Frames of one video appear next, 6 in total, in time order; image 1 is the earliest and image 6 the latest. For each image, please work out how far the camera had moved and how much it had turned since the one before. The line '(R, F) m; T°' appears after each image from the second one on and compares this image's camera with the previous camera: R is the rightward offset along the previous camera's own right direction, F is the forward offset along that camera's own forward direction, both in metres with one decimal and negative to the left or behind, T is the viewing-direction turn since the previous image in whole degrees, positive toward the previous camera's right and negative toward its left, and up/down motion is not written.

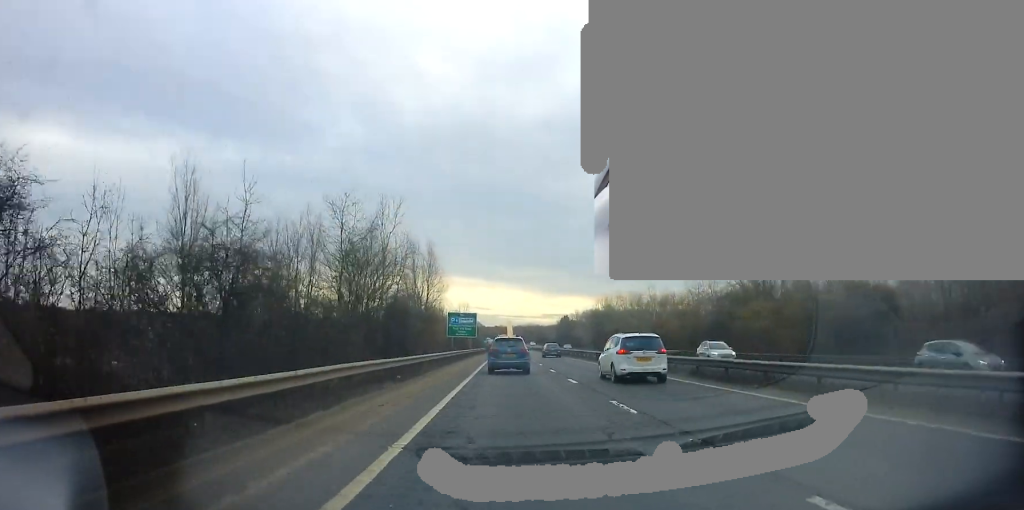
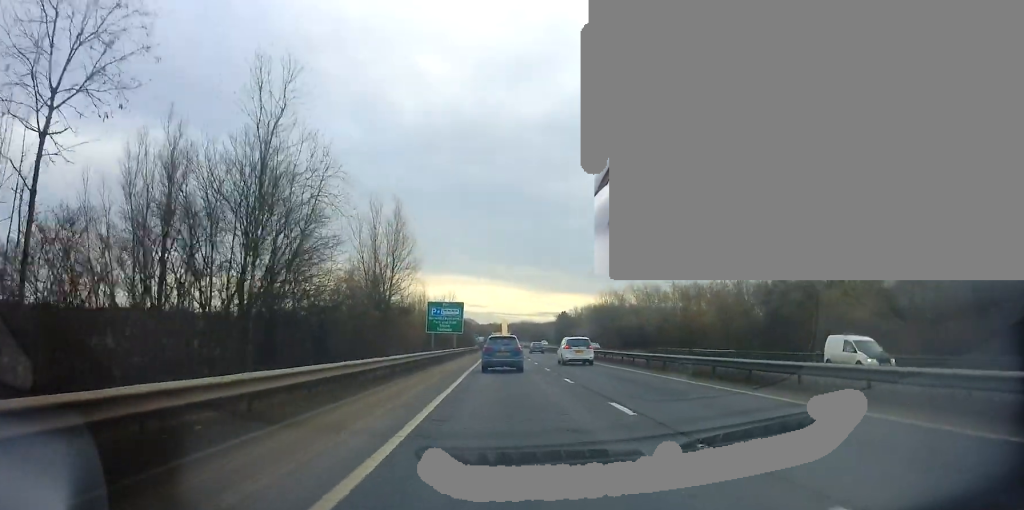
(+0.6, +18.3) m; 0°
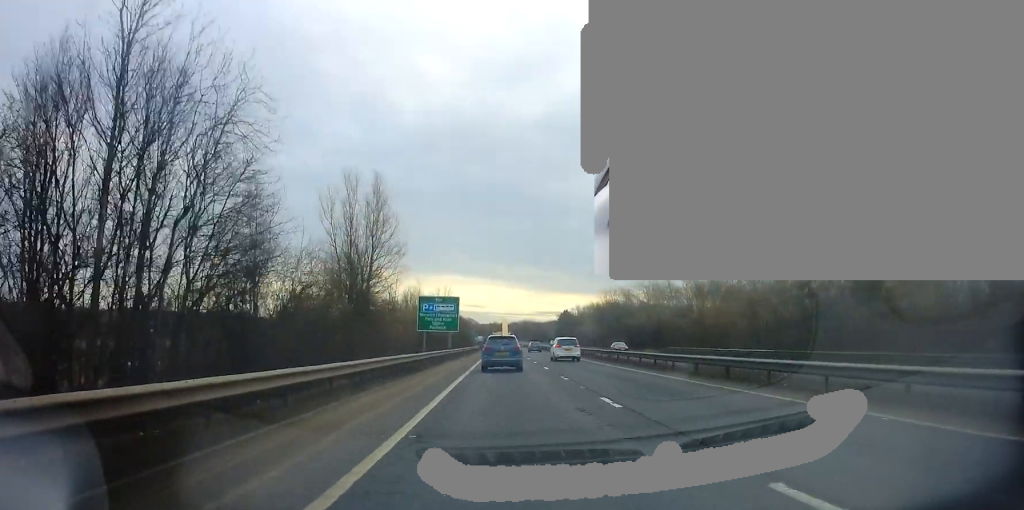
(-0.2, +7.7) m; -1°
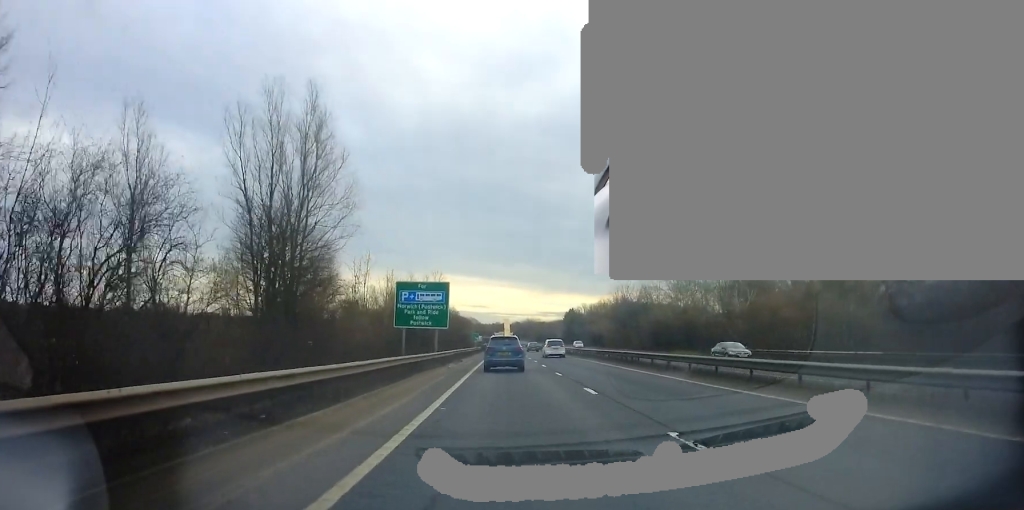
(-0.3, +14.4) m; 0°
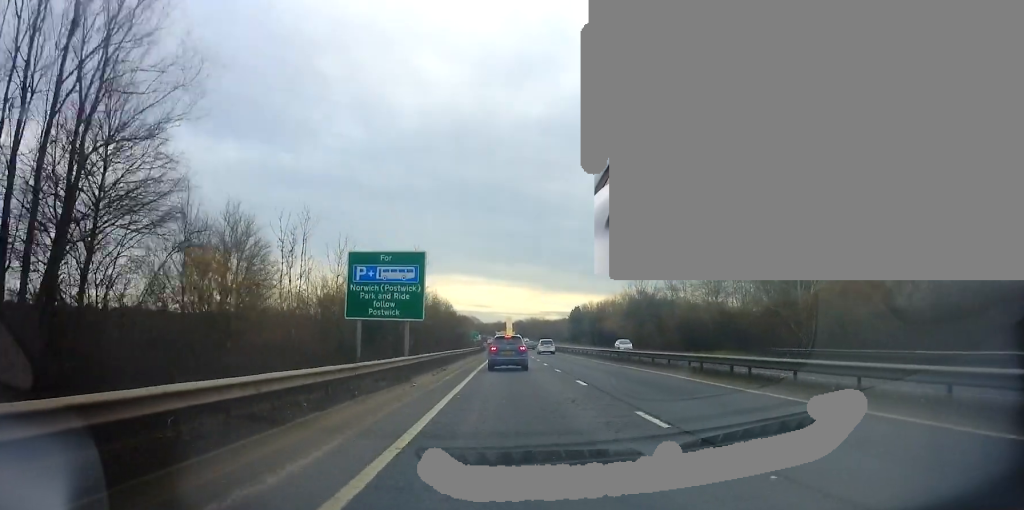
(+0.3, +15.2) m; +1°
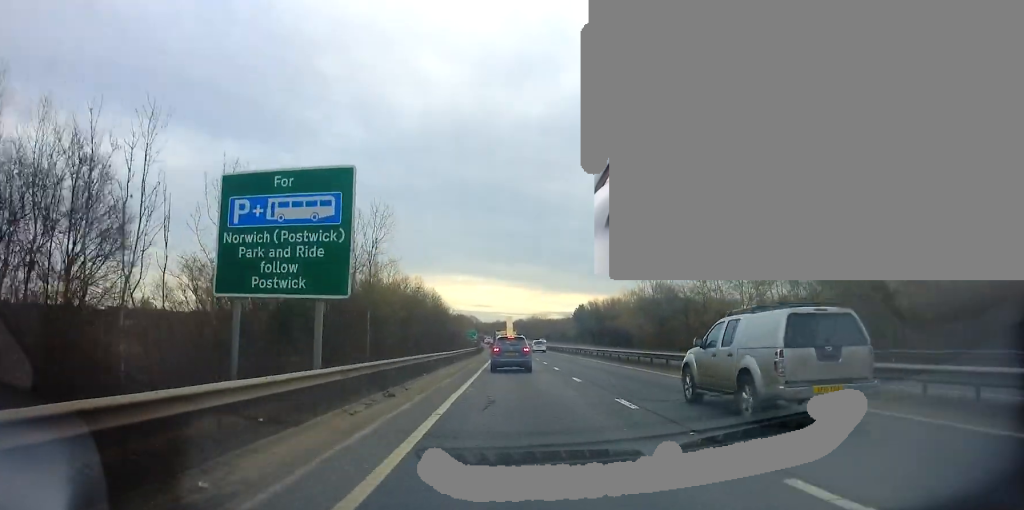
(-0.2, +14.9) m; 0°
